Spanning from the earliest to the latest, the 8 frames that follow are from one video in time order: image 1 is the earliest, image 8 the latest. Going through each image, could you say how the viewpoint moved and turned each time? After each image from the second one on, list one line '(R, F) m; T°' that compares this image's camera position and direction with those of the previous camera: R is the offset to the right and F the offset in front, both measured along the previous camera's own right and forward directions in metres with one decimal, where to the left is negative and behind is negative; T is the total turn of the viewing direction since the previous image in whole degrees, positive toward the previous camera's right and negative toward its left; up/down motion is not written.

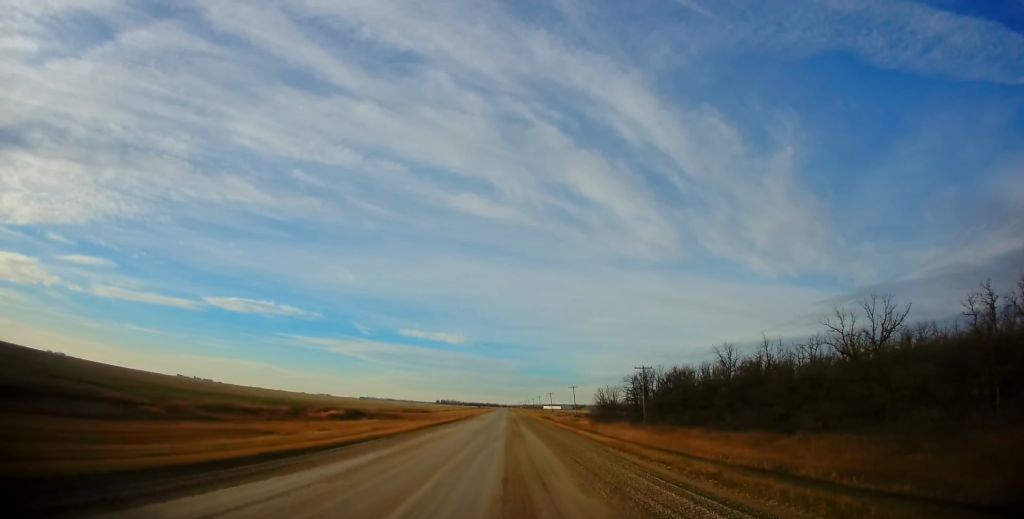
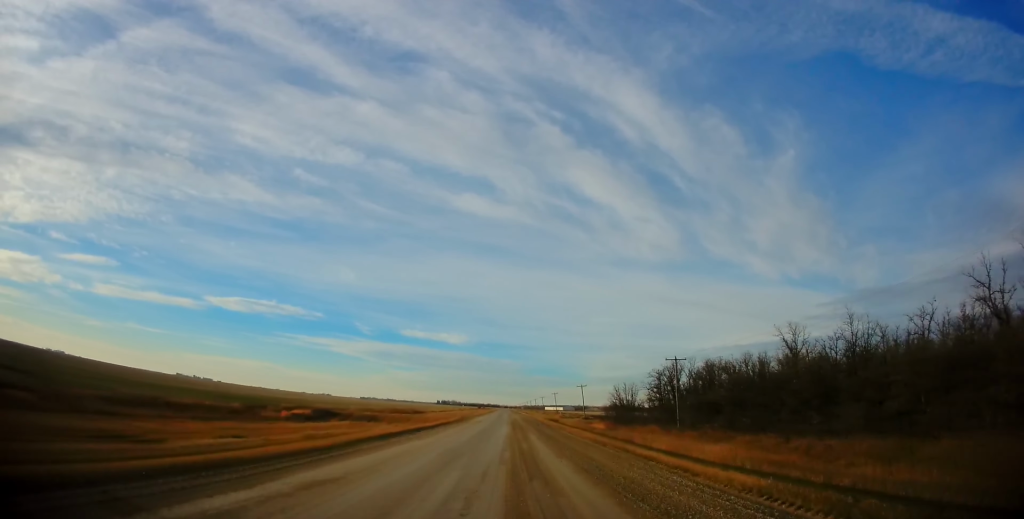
(0.0, +13.4) m; 0°
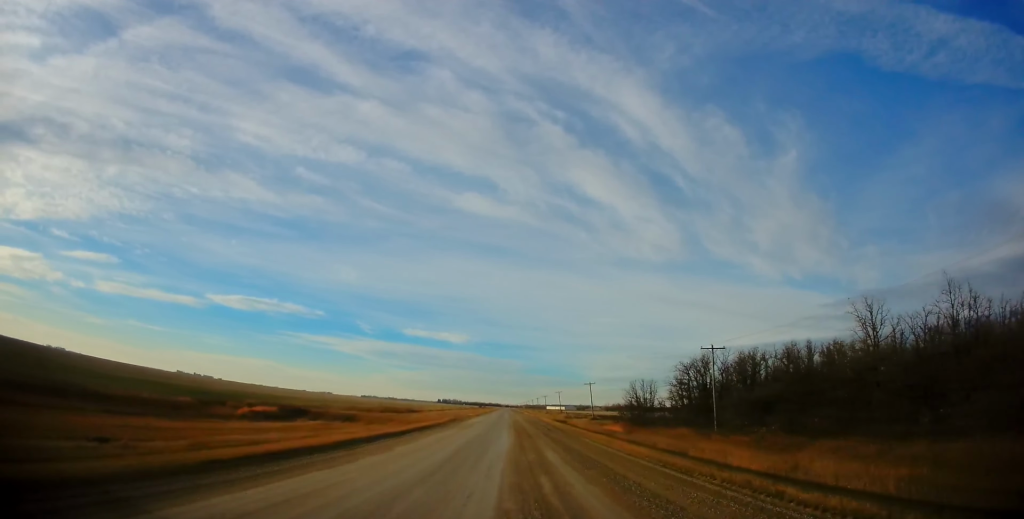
(0.0, +10.5) m; 0°
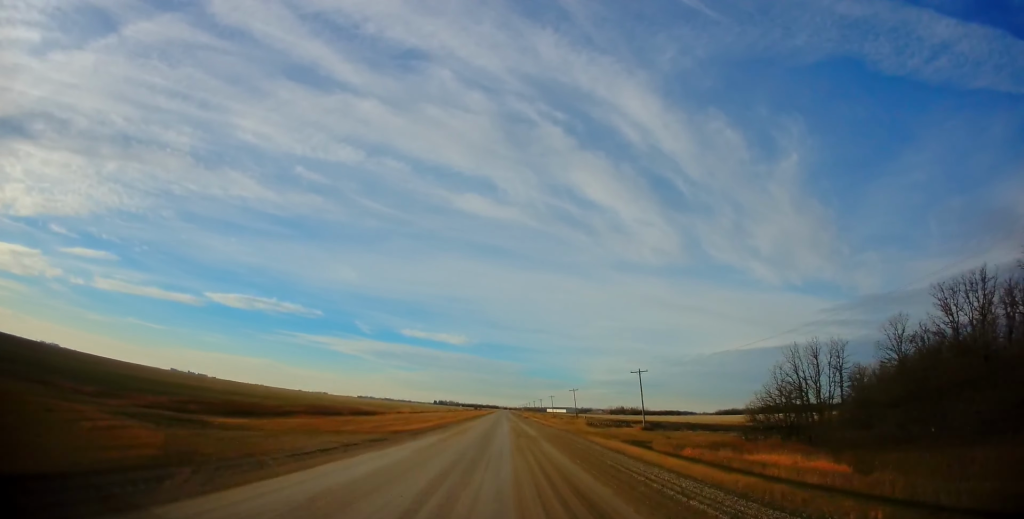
(-0.4, +49.8) m; 0°
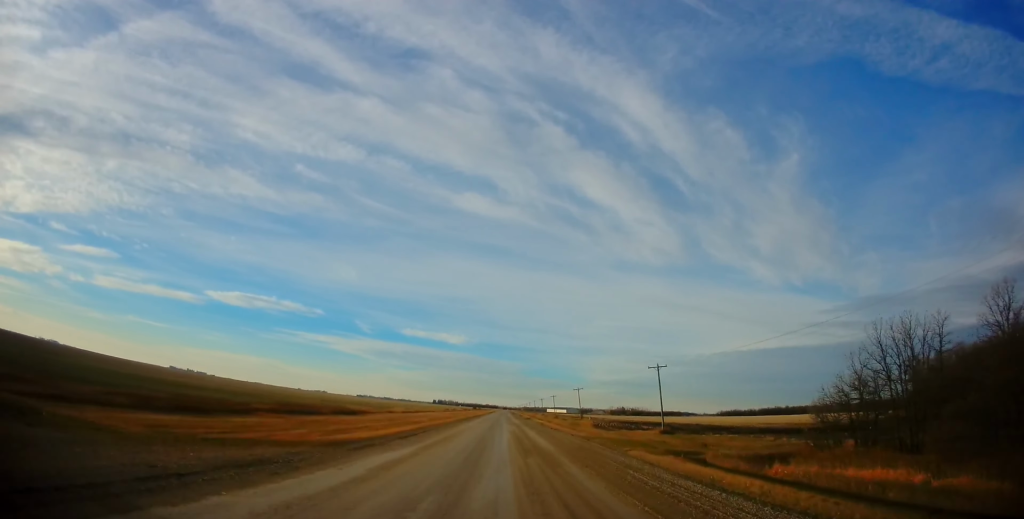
(+0.1, +11.4) m; 0°
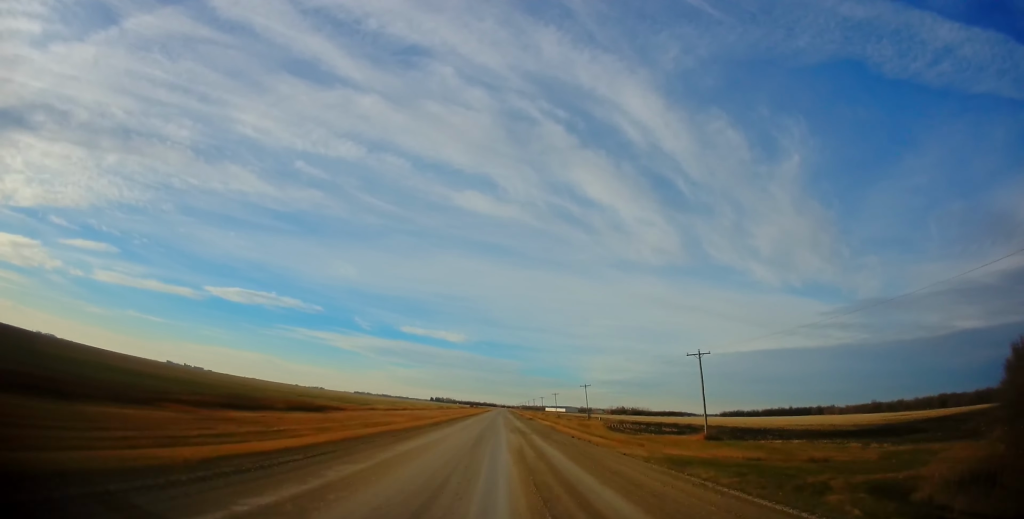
(+0.1, +18.5) m; 0°
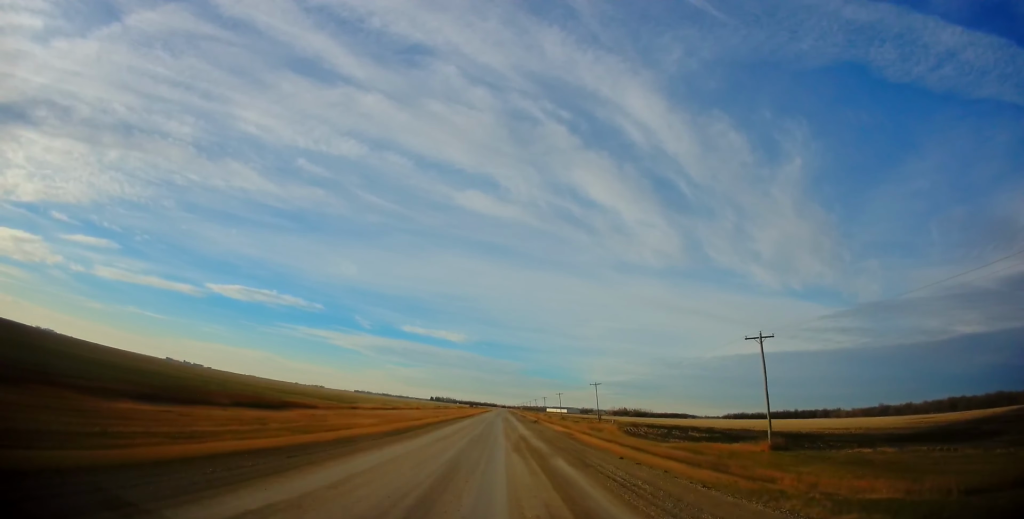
(0.0, +15.9) m; 0°
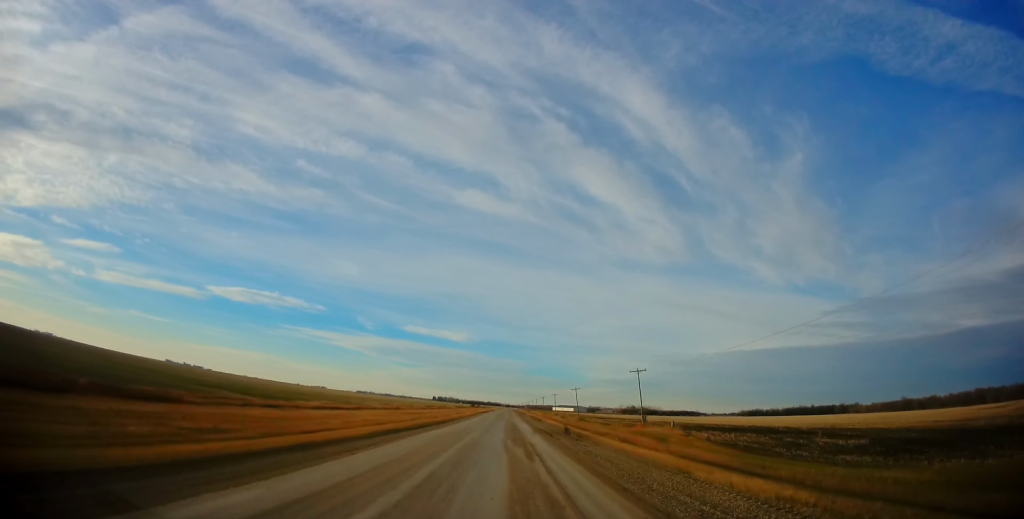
(0.0, +39.5) m; 0°
